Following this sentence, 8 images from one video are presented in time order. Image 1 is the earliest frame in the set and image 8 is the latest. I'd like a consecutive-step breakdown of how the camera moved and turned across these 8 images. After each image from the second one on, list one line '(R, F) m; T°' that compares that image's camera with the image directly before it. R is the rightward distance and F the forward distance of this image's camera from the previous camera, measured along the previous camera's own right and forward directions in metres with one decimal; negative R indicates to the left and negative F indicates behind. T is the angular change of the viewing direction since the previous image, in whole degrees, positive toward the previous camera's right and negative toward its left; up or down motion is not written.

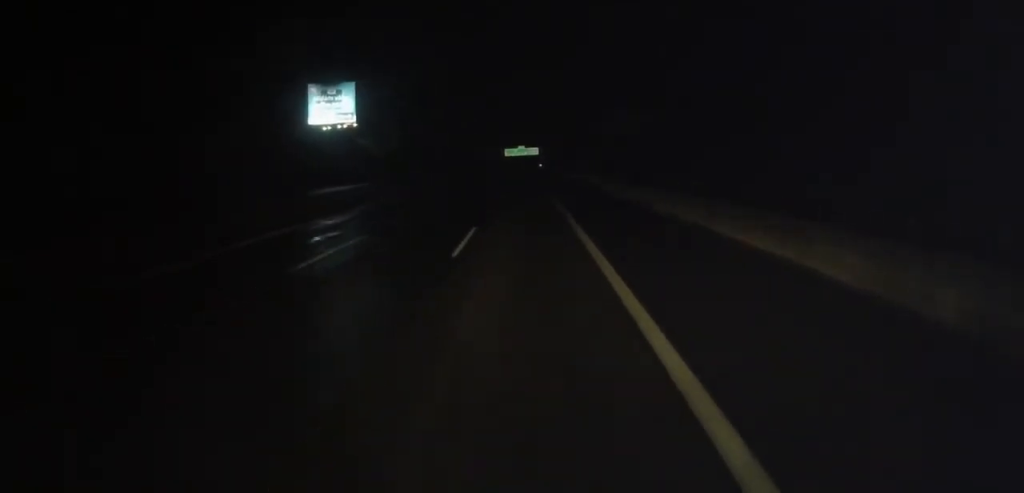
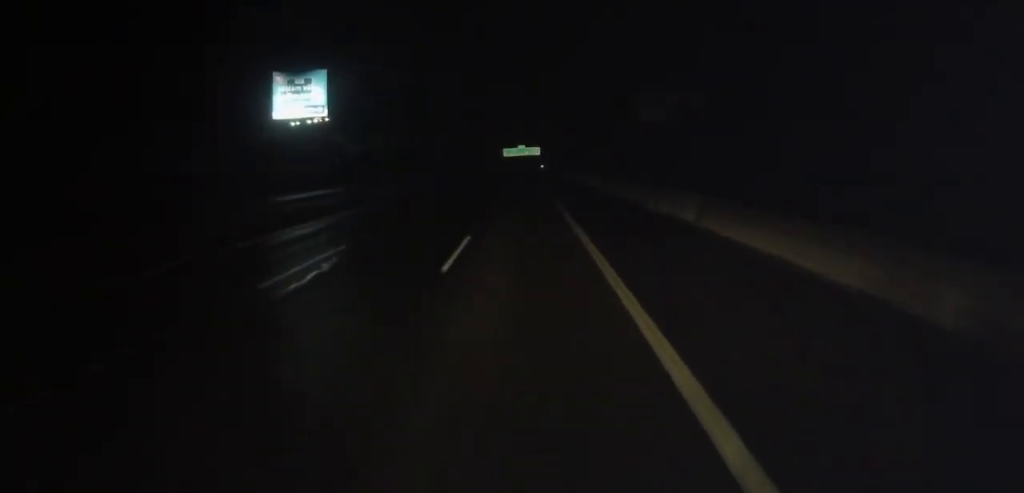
(-0.4, +19.0) m; -2°
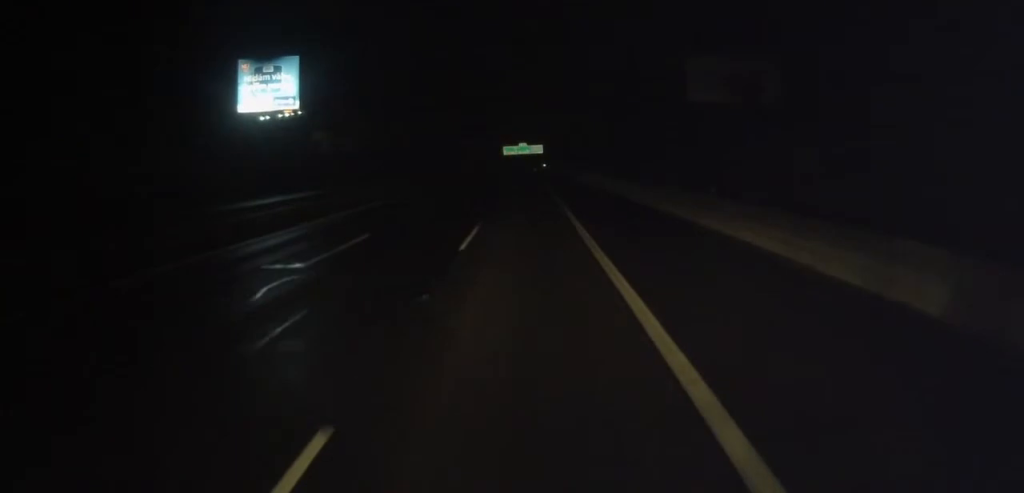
(-0.1, +14.7) m; 0°
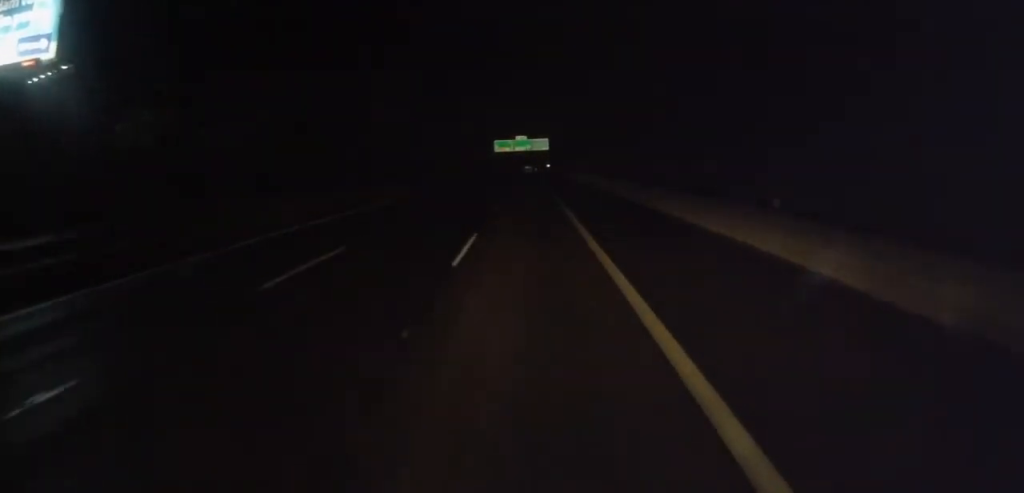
(+1.9, +55.1) m; +2°
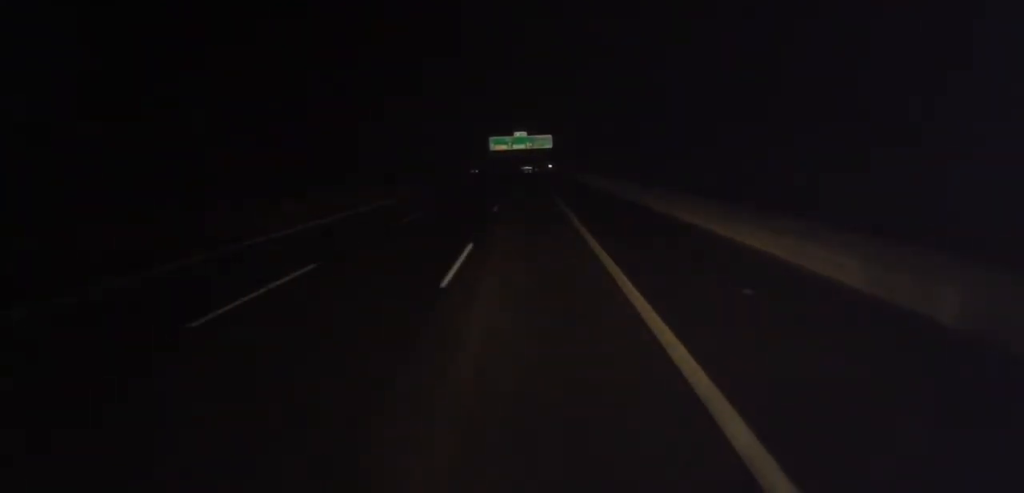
(0.0, +20.0) m; -1°
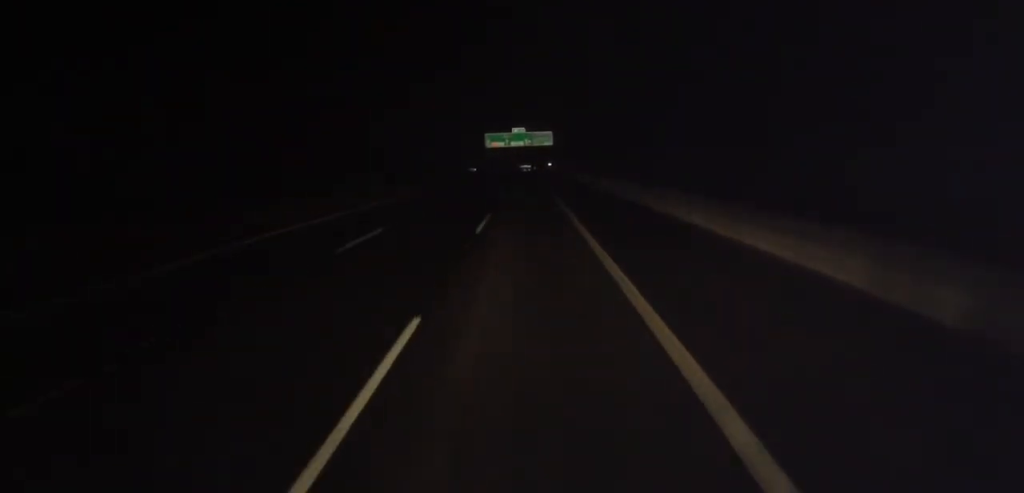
(0.0, +9.1) m; -1°
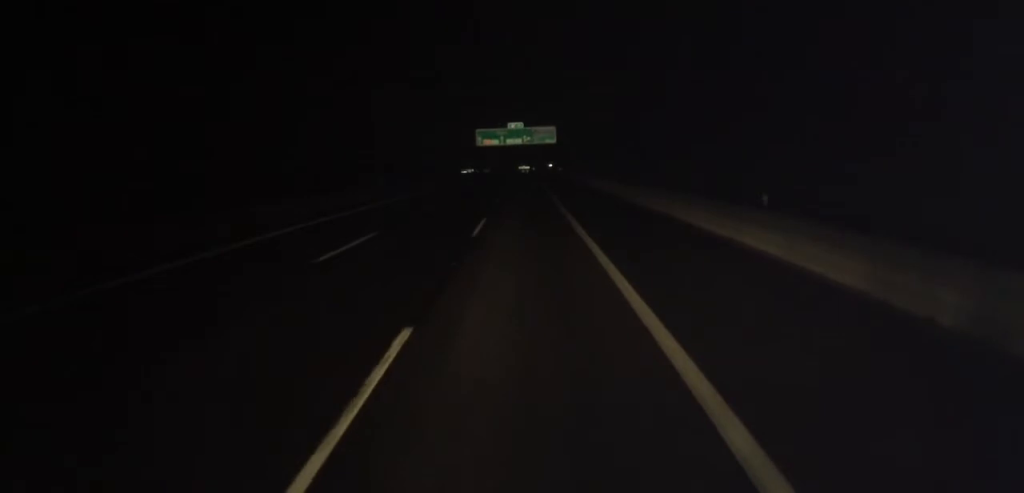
(-0.3, +18.1) m; 0°
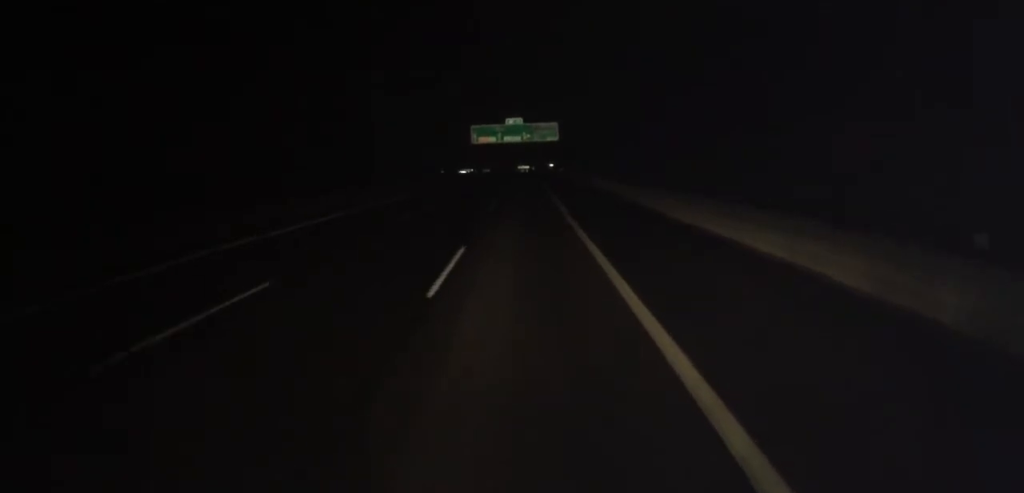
(0.0, +9.0) m; +1°
